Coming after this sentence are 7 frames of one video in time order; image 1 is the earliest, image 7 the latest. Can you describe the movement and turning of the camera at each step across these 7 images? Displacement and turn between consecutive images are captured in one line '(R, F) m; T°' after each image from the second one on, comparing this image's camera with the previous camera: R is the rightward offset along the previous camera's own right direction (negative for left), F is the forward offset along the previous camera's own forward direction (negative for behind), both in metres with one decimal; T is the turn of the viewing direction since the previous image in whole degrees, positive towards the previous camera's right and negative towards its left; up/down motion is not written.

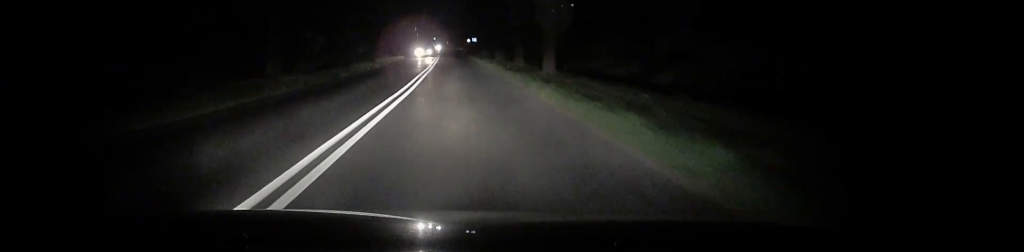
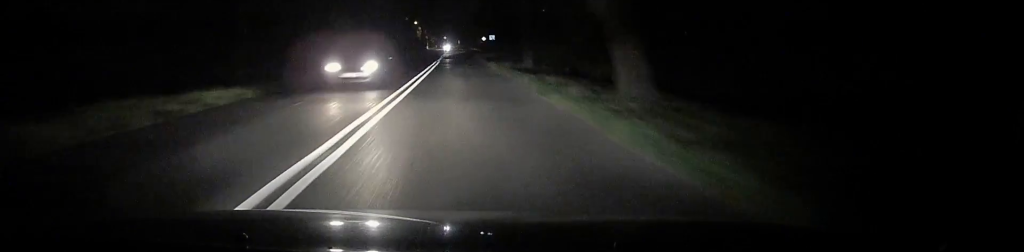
(-0.4, +32.0) m; -1°
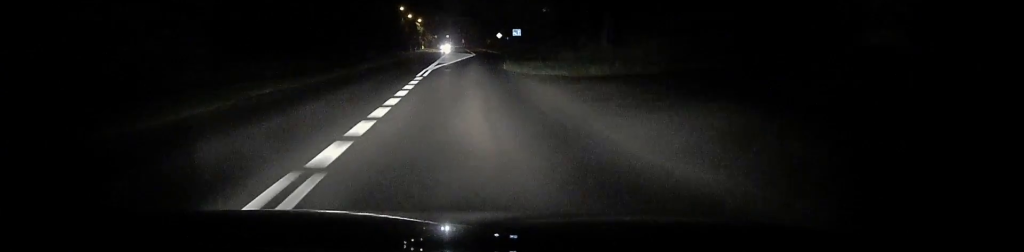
(-0.7, +39.9) m; 0°
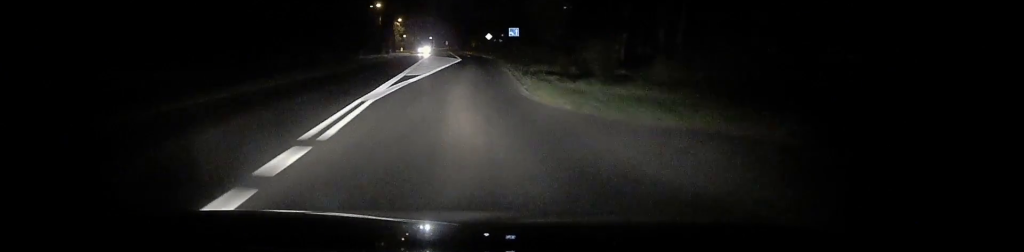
(+0.4, +14.4) m; +1°
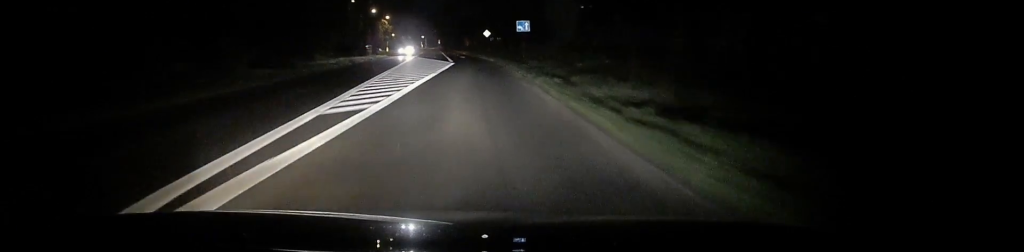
(+0.2, +13.7) m; +1°
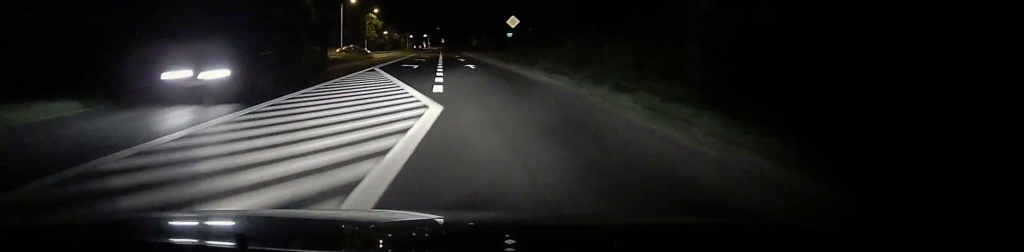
(-0.1, +30.9) m; -1°
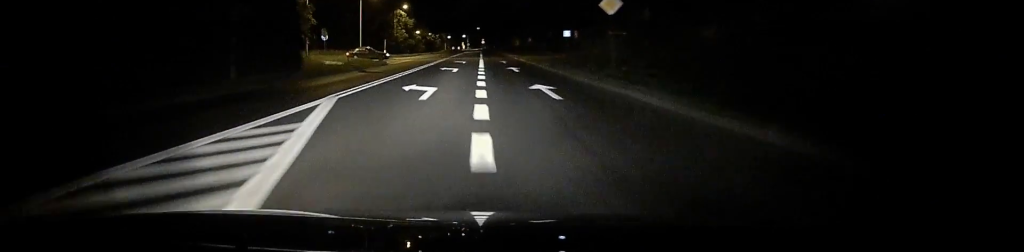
(-0.4, +17.0) m; -2°
